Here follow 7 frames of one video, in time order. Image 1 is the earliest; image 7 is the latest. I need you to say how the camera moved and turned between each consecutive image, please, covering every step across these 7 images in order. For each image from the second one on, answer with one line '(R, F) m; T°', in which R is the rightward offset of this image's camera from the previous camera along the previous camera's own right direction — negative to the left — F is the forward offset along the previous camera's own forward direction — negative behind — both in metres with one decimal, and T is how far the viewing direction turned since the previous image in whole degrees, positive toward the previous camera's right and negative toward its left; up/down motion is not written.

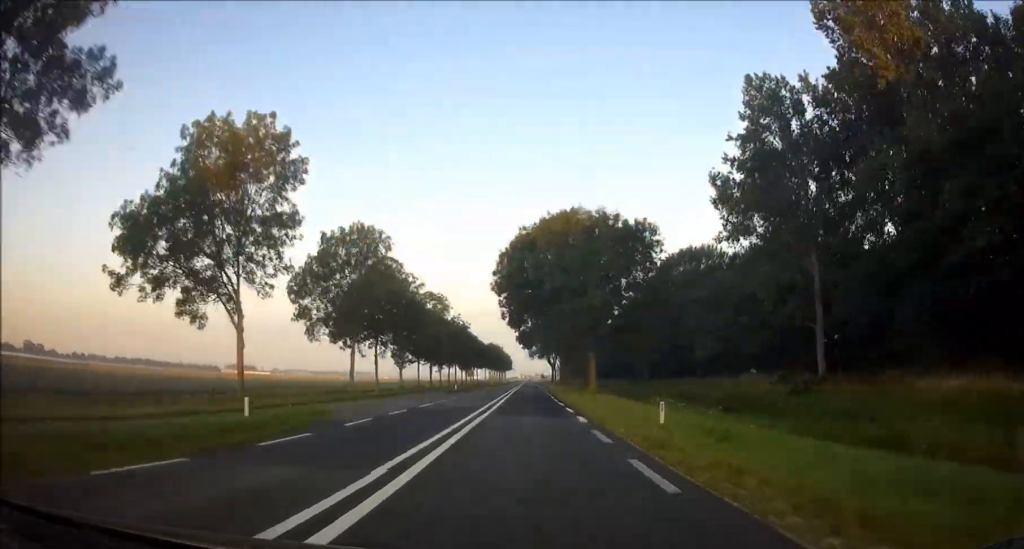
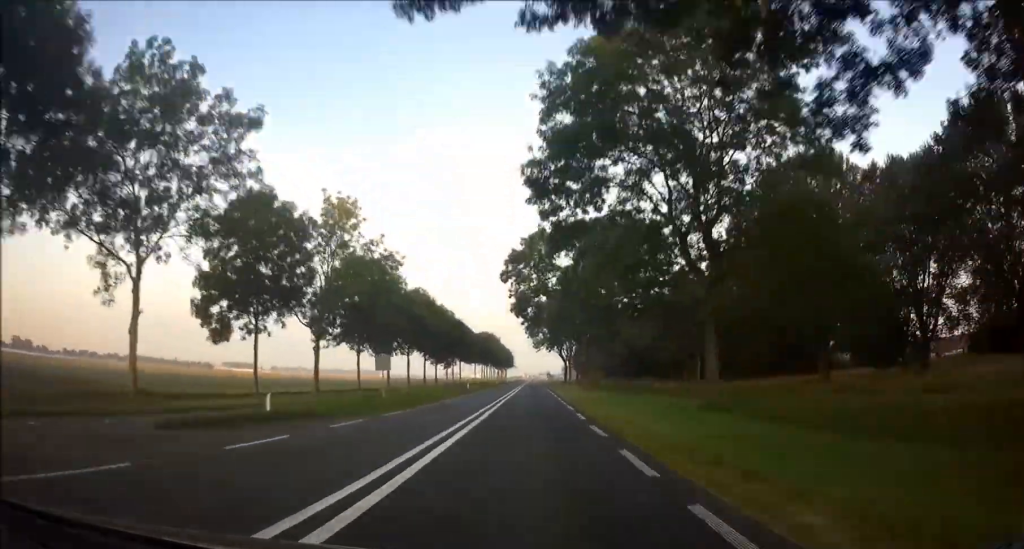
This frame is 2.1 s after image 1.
(0.0, +49.2) m; 0°
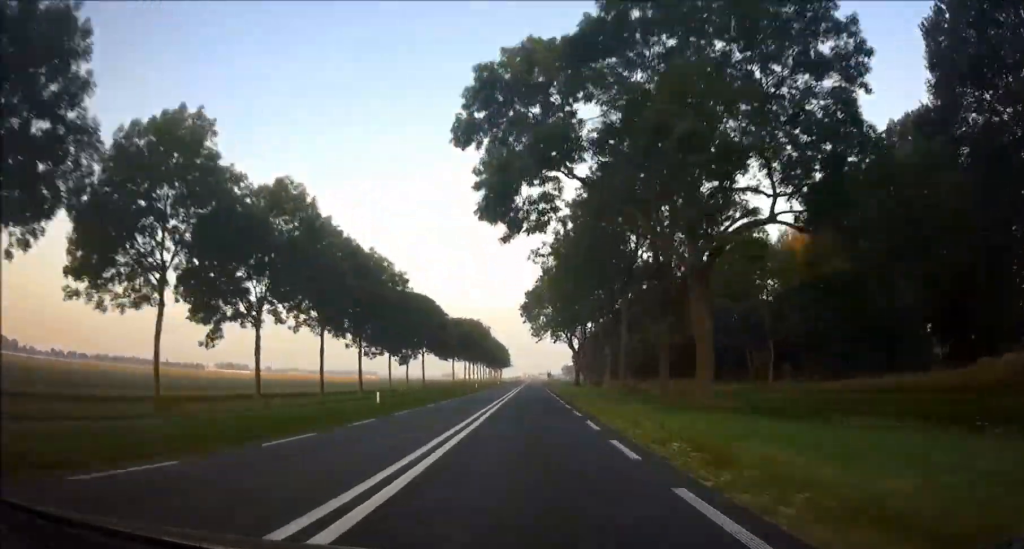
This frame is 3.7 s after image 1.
(0.0, +39.5) m; 0°
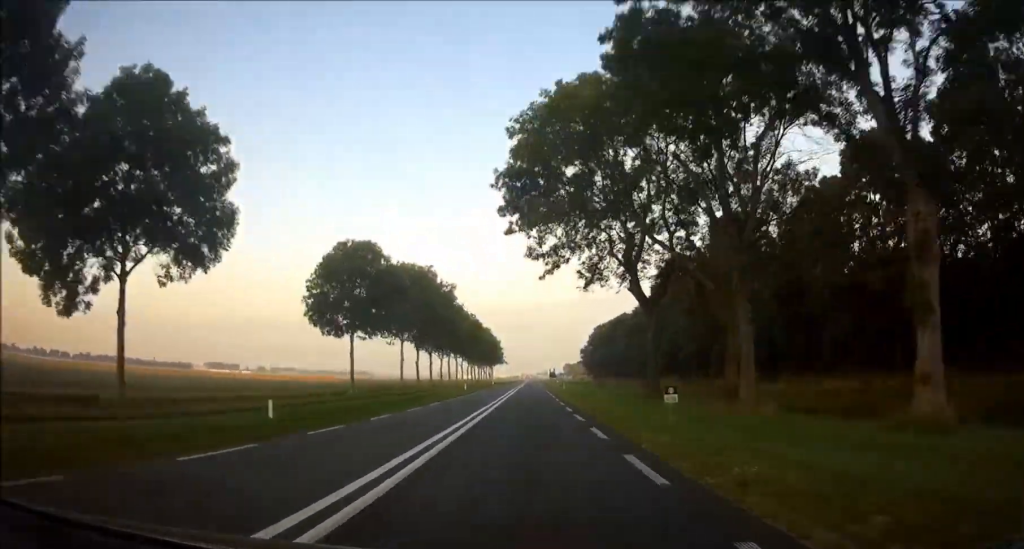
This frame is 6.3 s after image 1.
(0.0, +61.6) m; 0°
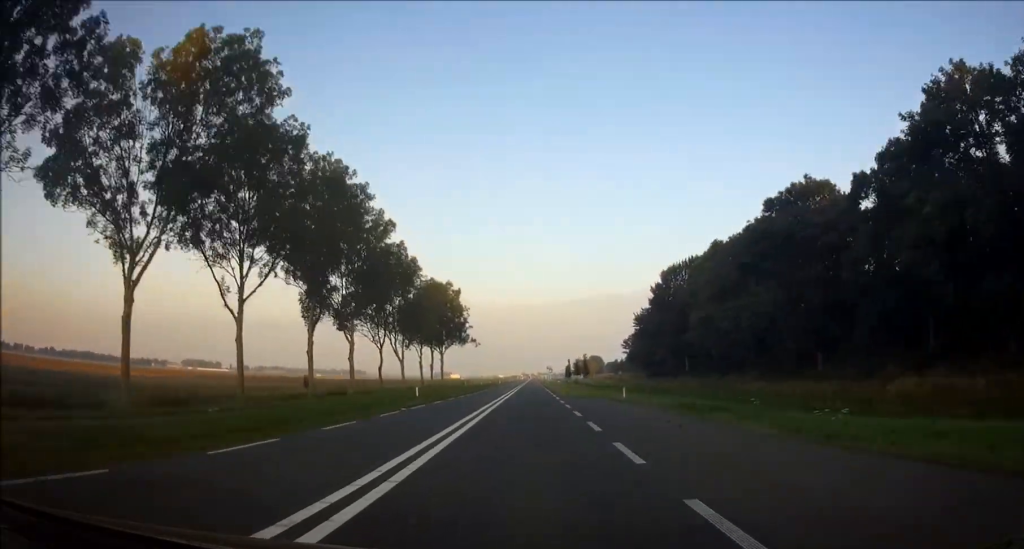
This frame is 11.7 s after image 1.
(+0.9, +128.7) m; 0°
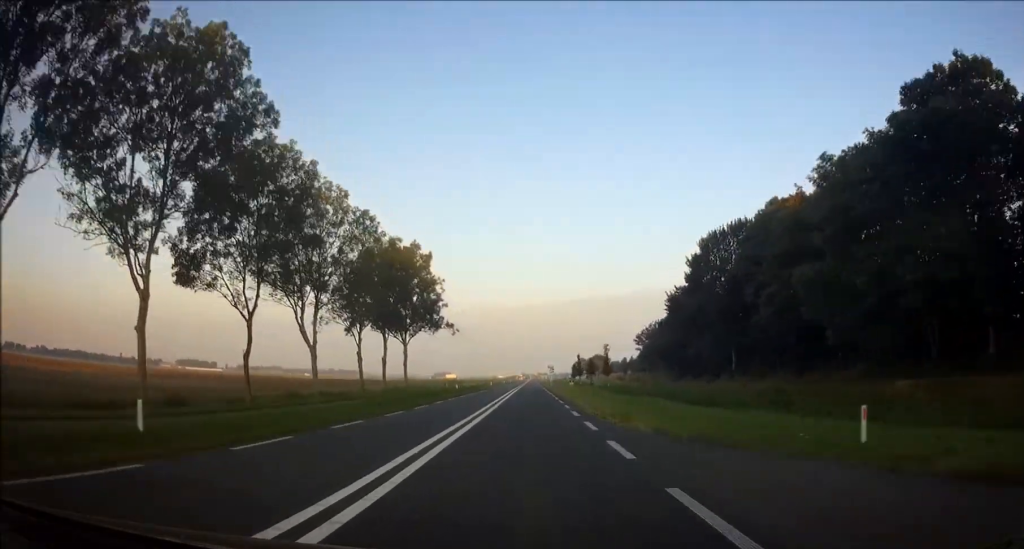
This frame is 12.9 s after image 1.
(+0.1, +28.6) m; 0°
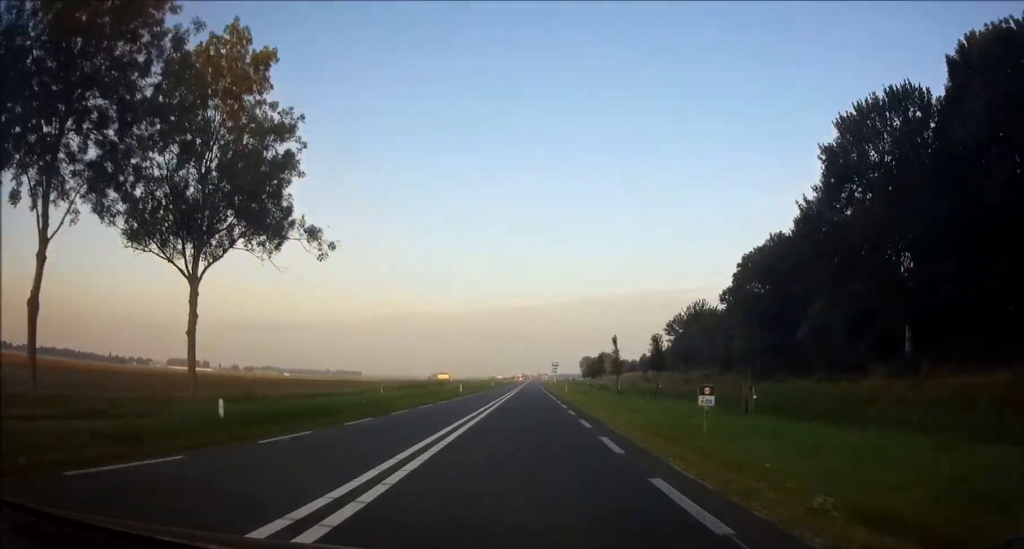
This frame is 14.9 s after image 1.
(-0.3, +46.1) m; 0°
